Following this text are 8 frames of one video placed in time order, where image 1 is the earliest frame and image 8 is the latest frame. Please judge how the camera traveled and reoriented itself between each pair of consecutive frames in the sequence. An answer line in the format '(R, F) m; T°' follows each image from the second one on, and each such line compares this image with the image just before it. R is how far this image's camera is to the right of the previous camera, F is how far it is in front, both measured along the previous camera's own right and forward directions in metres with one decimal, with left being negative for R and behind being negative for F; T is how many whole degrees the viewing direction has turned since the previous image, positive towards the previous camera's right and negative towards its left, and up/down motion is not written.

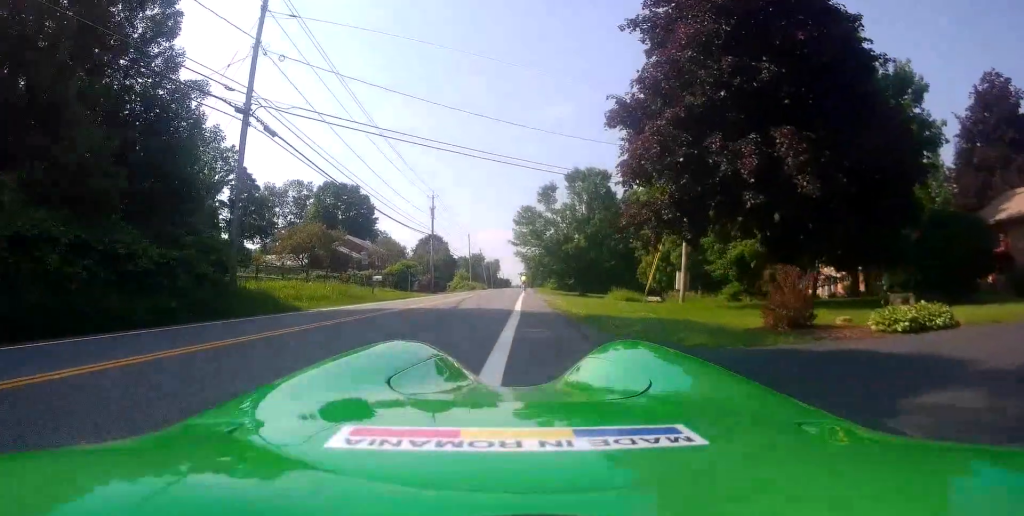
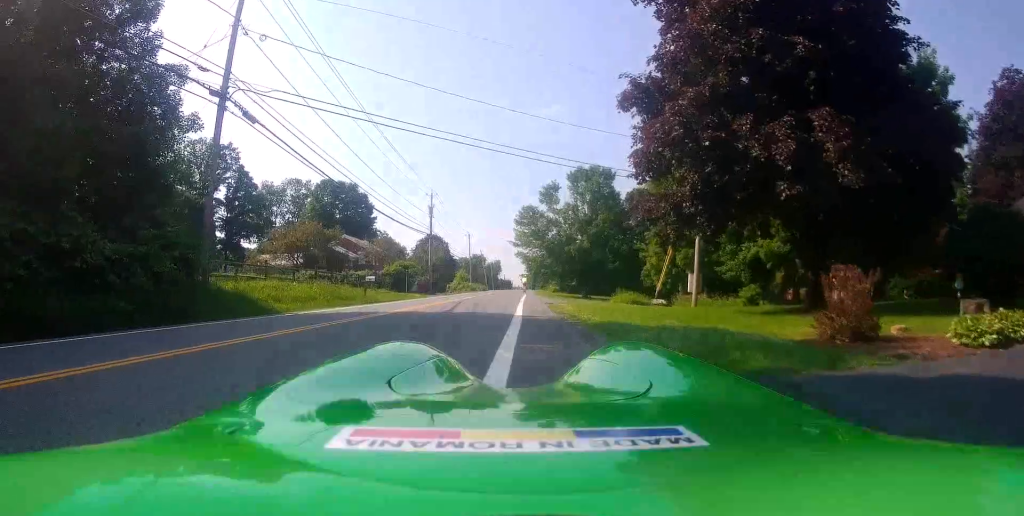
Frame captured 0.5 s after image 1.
(-0.1, +2.0) m; +2°
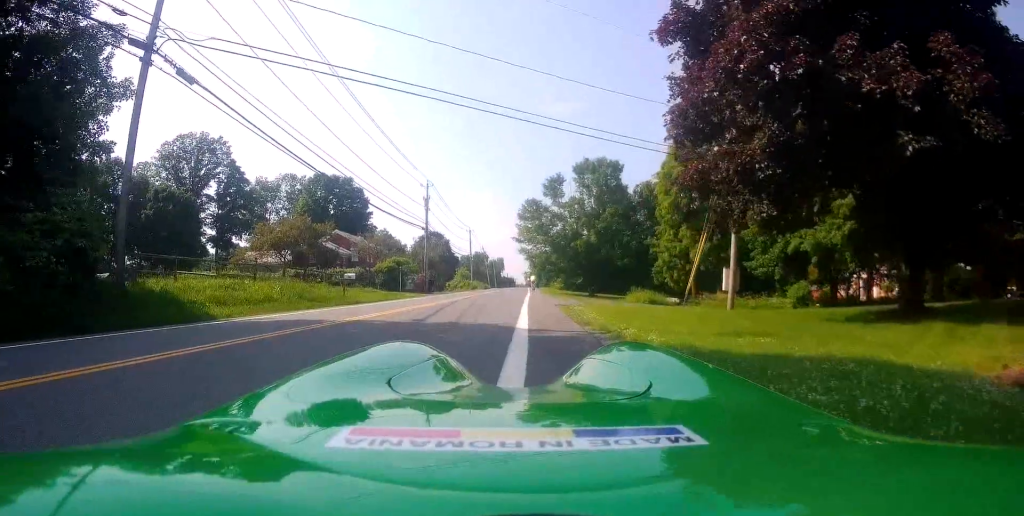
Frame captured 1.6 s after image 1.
(+0.5, +4.7) m; -2°
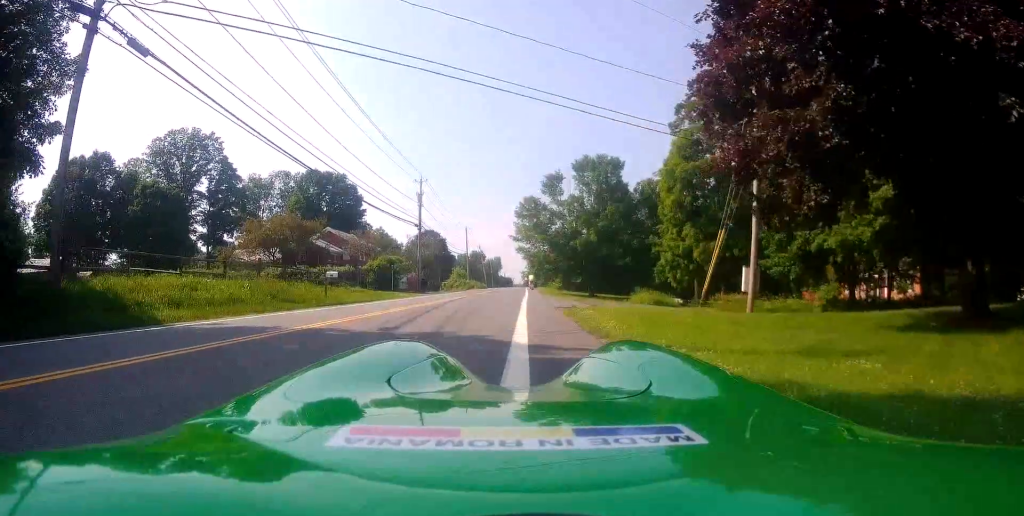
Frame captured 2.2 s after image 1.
(-0.4, +2.7) m; -5°
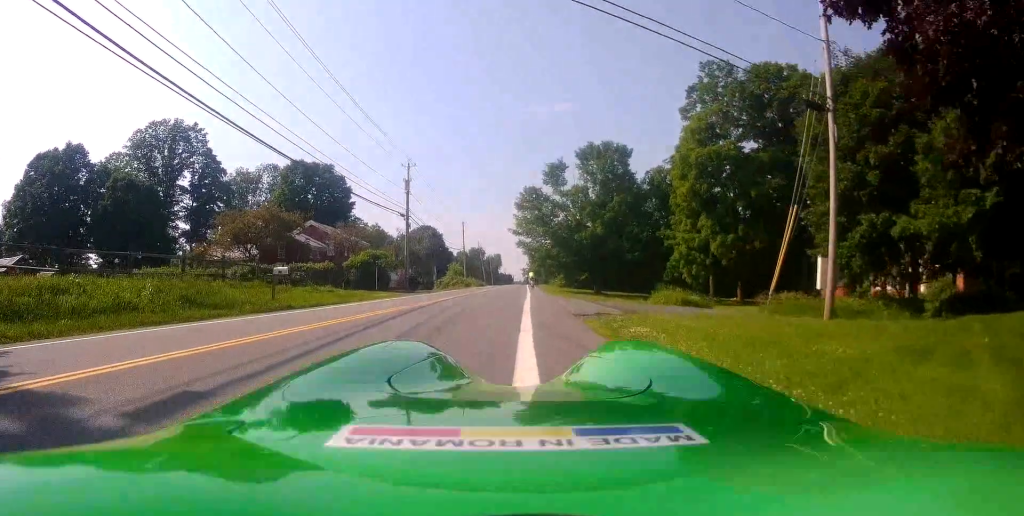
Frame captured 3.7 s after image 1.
(+0.1, +6.2) m; +4°
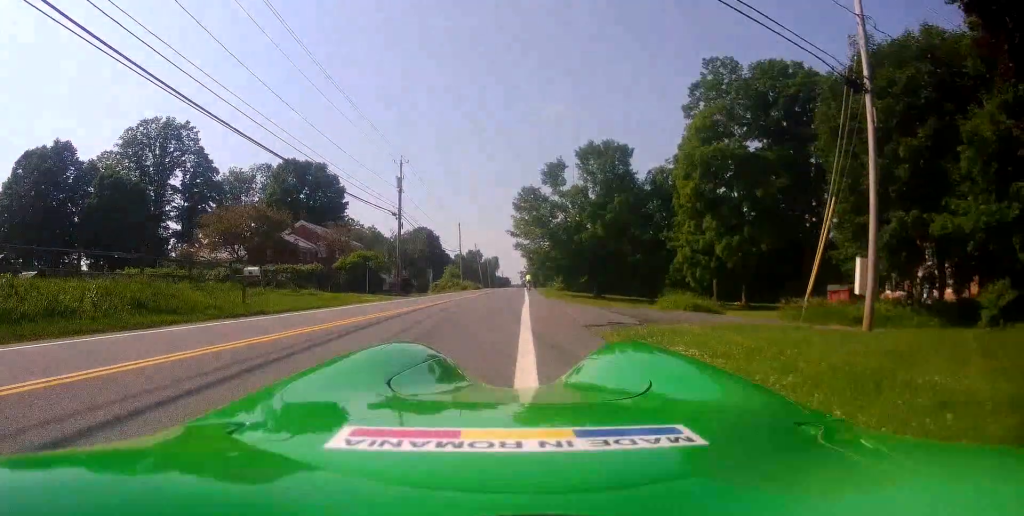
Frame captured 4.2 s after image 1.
(+0.1, +2.3) m; +2°
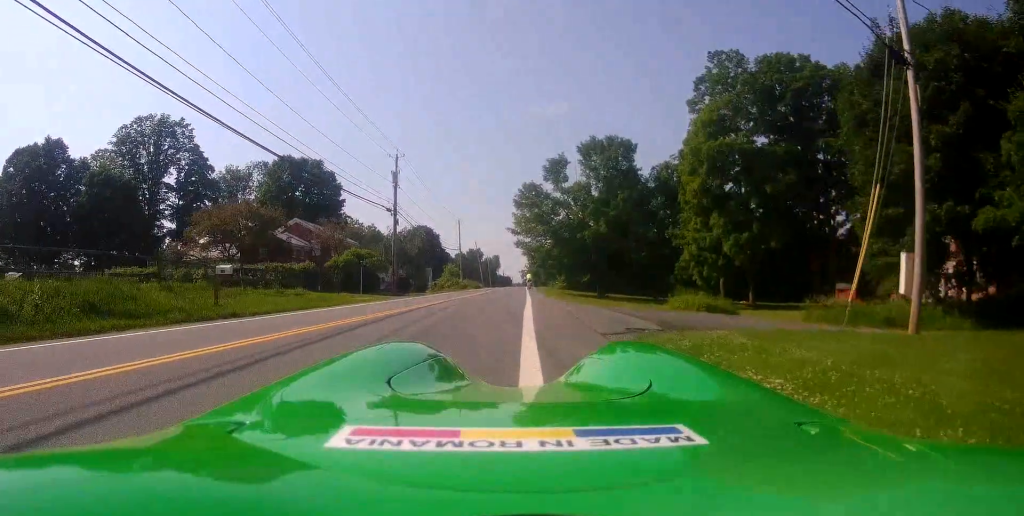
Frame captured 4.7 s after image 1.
(0.0, +1.9) m; +1°
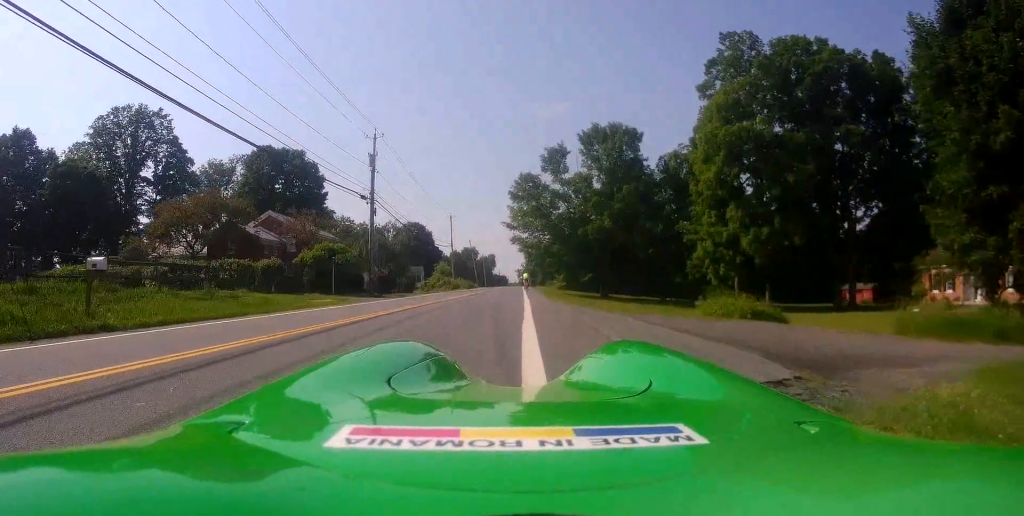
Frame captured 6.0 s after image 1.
(+0.1, +5.5) m; -3°
